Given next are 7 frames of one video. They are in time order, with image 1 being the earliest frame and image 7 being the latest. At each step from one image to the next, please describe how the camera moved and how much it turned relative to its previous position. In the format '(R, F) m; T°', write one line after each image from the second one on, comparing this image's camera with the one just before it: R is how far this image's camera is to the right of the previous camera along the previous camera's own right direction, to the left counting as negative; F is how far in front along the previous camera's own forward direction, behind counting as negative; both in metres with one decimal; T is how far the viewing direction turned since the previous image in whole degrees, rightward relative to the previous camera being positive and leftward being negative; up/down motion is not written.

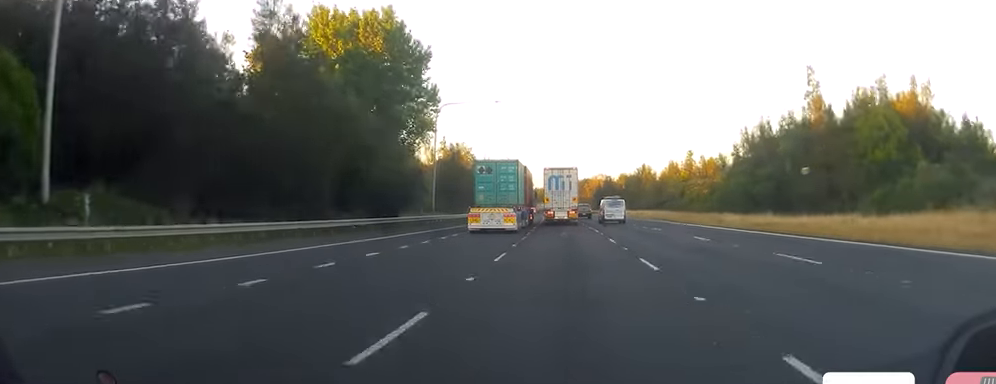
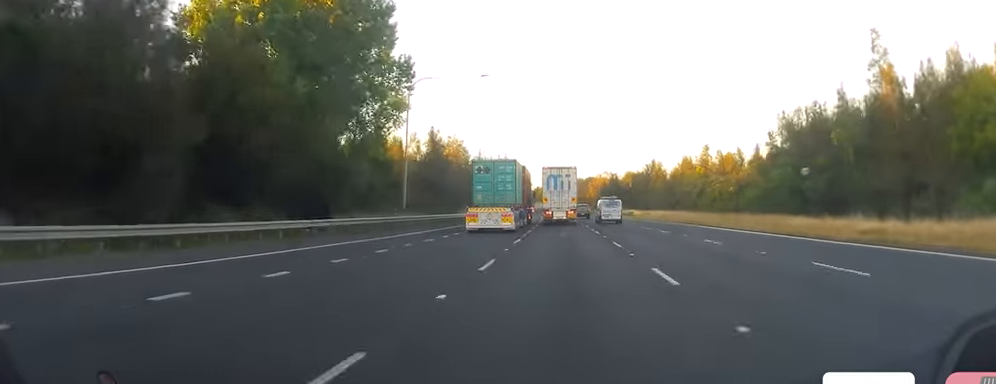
(-0.2, +15.0) m; 0°
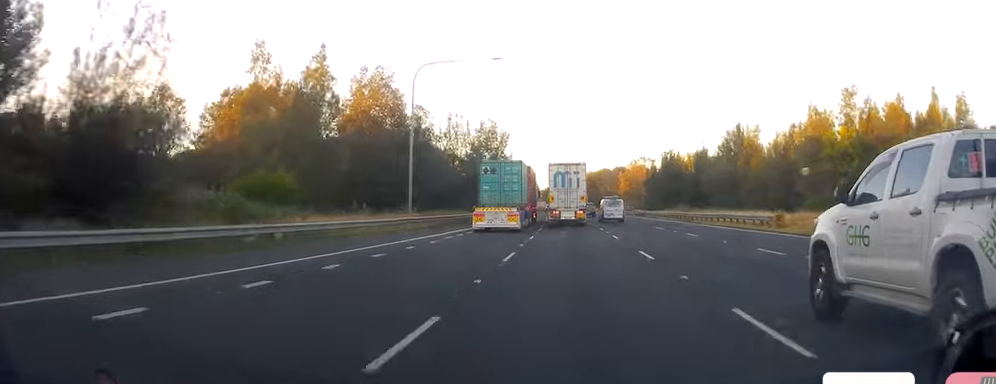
(-1.4, +66.2) m; -2°
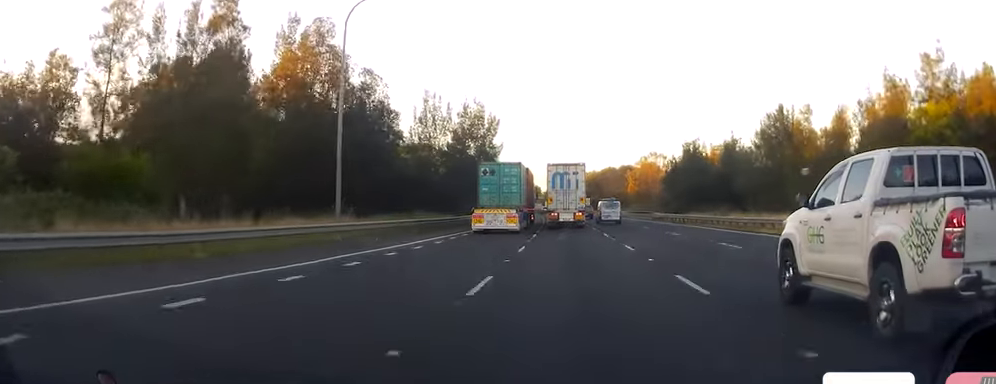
(+0.7, +18.7) m; +1°
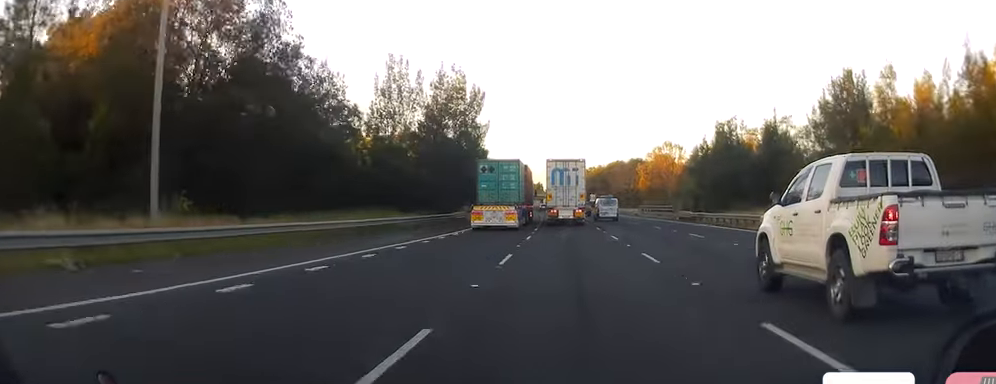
(-0.3, +18.7) m; -1°
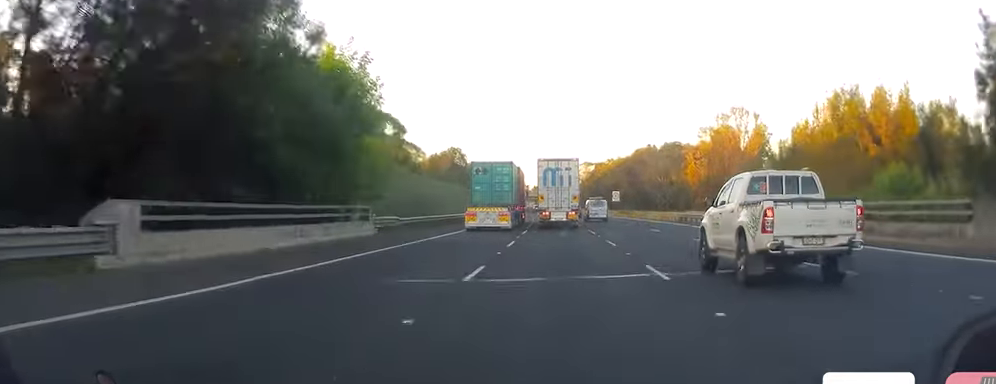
(-0.4, +52.1) m; 0°
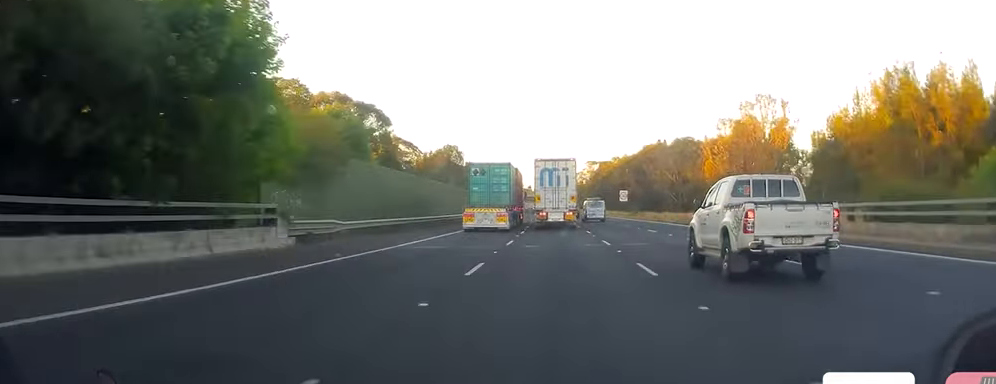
(+0.4, +11.1) m; 0°
